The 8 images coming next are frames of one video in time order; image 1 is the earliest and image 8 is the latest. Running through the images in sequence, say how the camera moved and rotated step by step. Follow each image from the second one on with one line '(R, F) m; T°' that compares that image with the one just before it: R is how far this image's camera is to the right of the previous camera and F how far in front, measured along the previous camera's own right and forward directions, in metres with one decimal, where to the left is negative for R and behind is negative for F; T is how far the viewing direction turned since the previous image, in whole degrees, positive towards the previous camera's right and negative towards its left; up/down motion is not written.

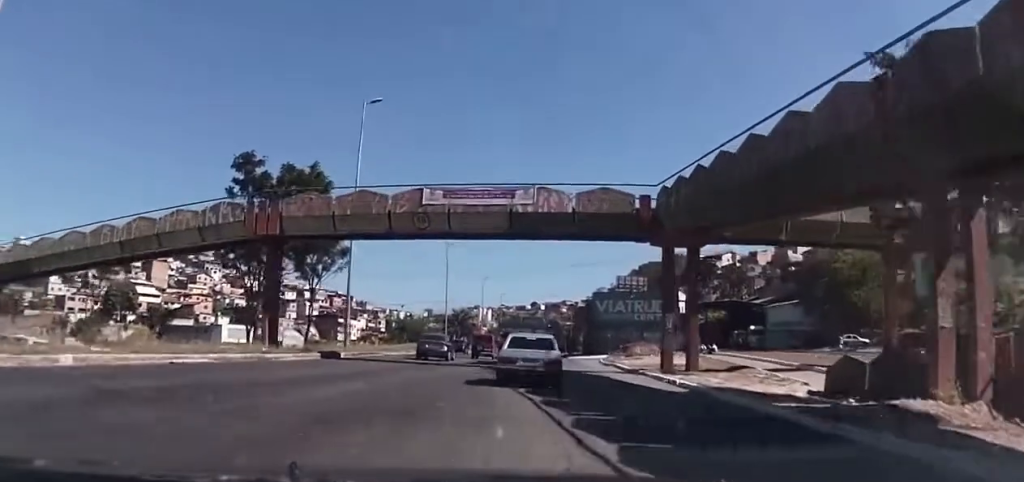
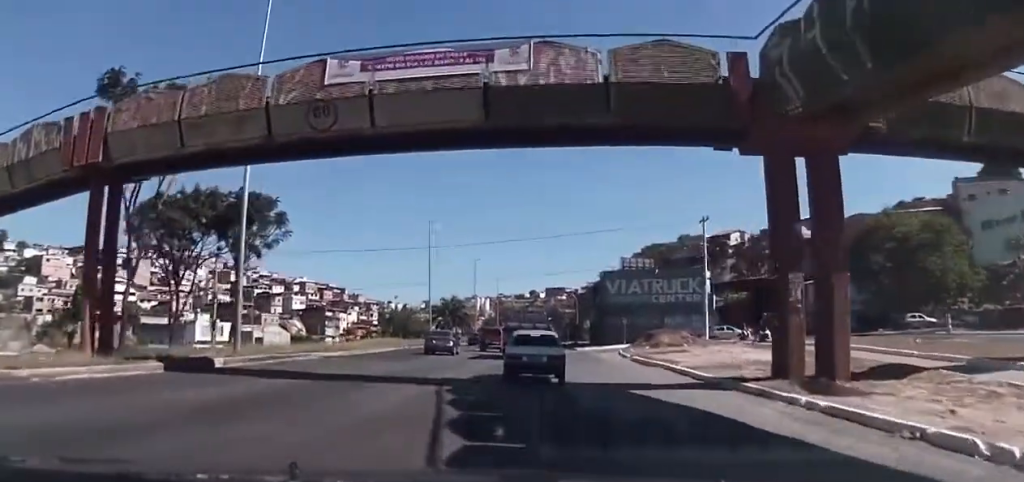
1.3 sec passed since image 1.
(-0.3, +12.6) m; -1°
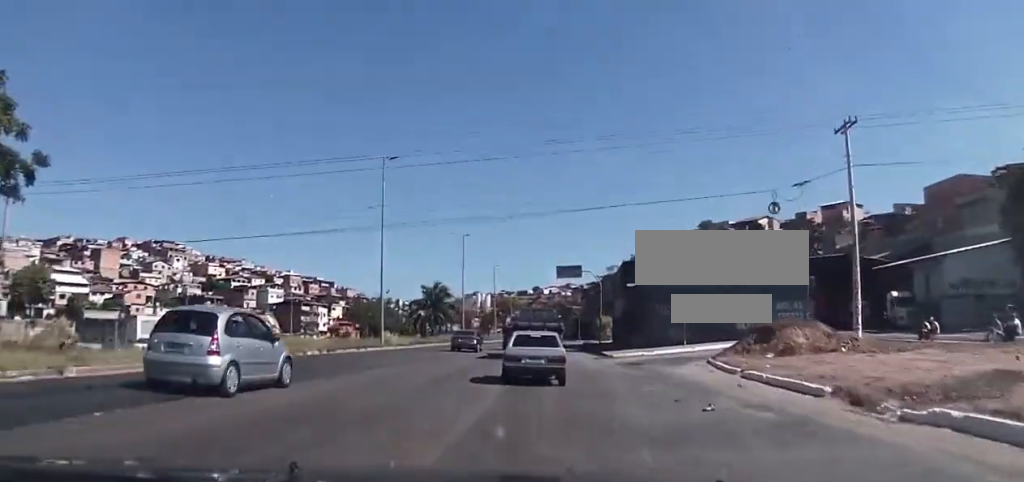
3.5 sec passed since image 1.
(-0.4, +25.2) m; -1°
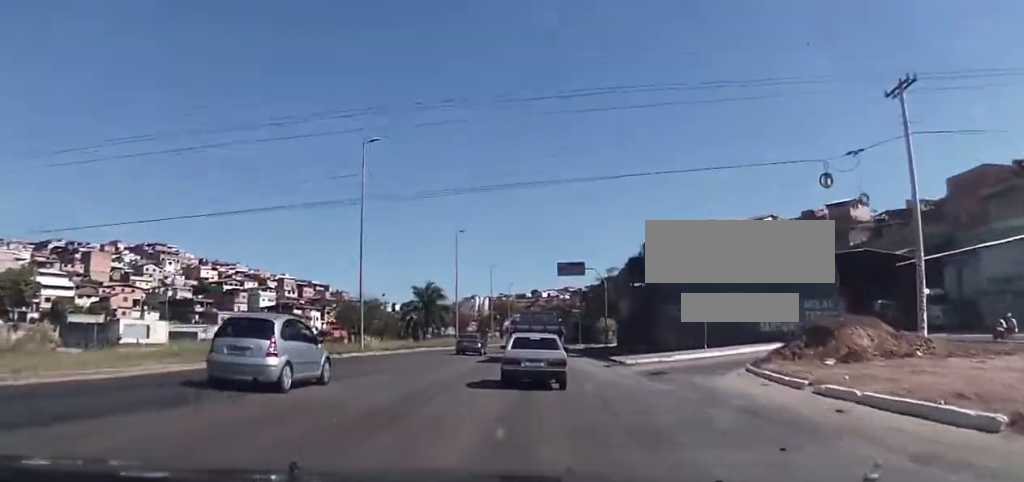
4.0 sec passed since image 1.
(-0.2, +5.5) m; +1°
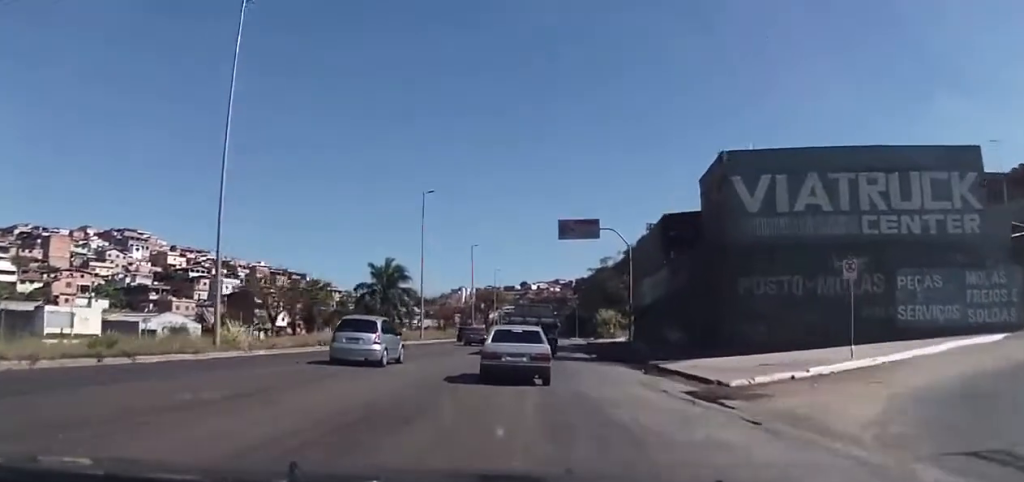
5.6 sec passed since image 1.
(+0.6, +20.1) m; +1°
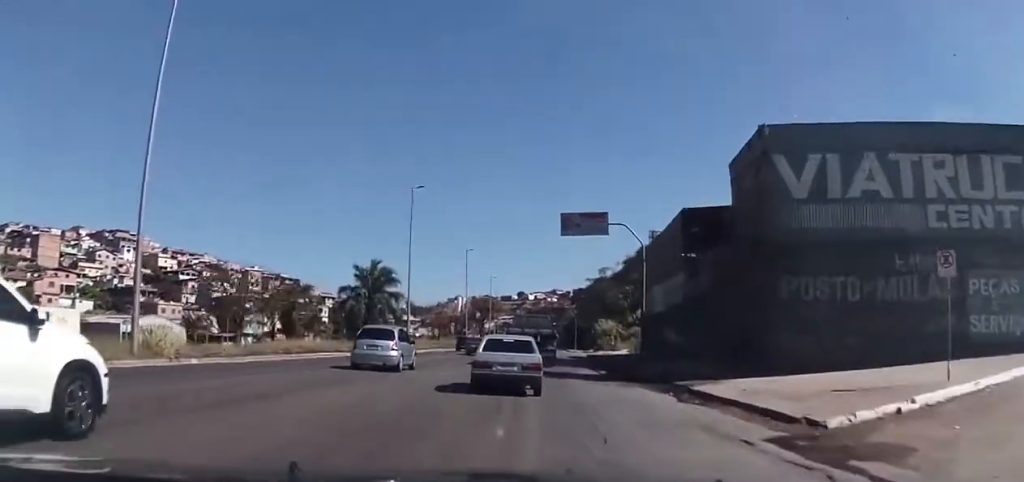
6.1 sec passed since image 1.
(-0.1, +5.7) m; 0°
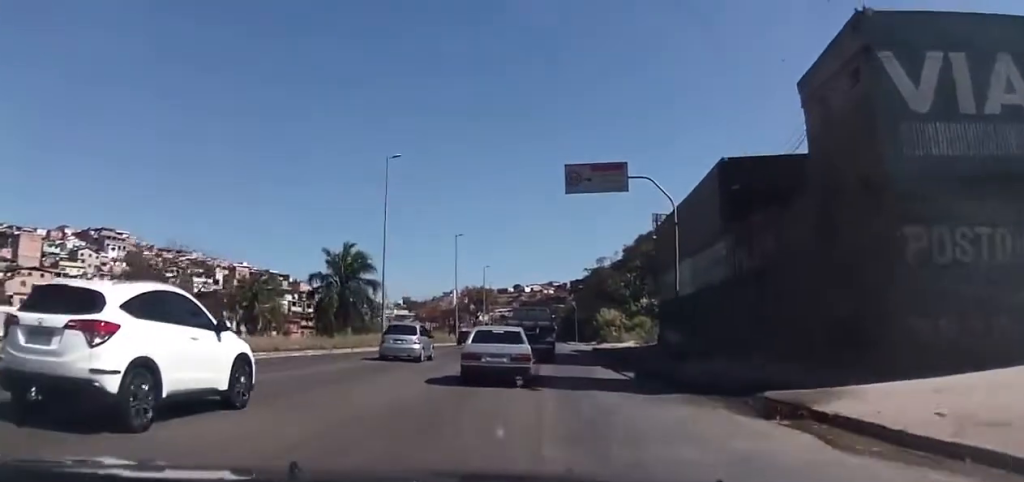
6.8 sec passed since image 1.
(+0.3, +8.9) m; +1°
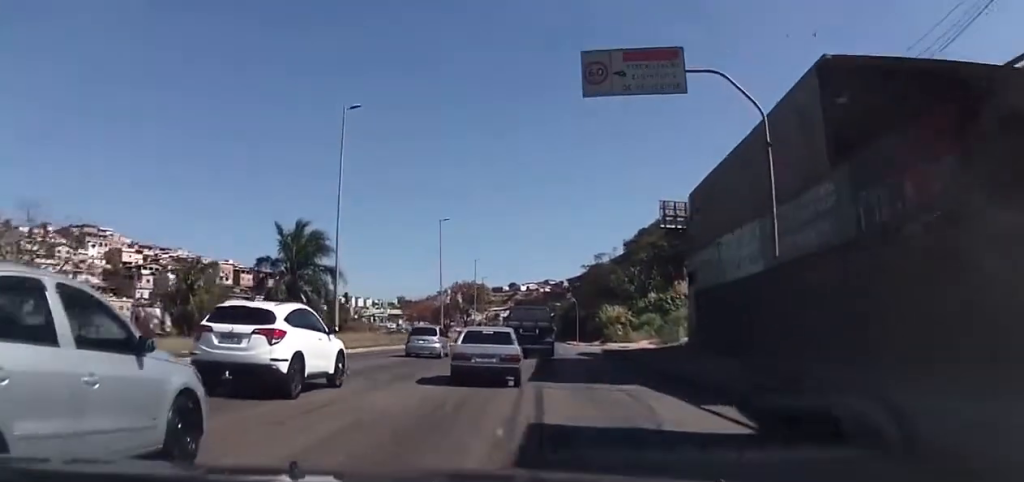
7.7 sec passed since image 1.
(+0.1, +11.4) m; 0°
